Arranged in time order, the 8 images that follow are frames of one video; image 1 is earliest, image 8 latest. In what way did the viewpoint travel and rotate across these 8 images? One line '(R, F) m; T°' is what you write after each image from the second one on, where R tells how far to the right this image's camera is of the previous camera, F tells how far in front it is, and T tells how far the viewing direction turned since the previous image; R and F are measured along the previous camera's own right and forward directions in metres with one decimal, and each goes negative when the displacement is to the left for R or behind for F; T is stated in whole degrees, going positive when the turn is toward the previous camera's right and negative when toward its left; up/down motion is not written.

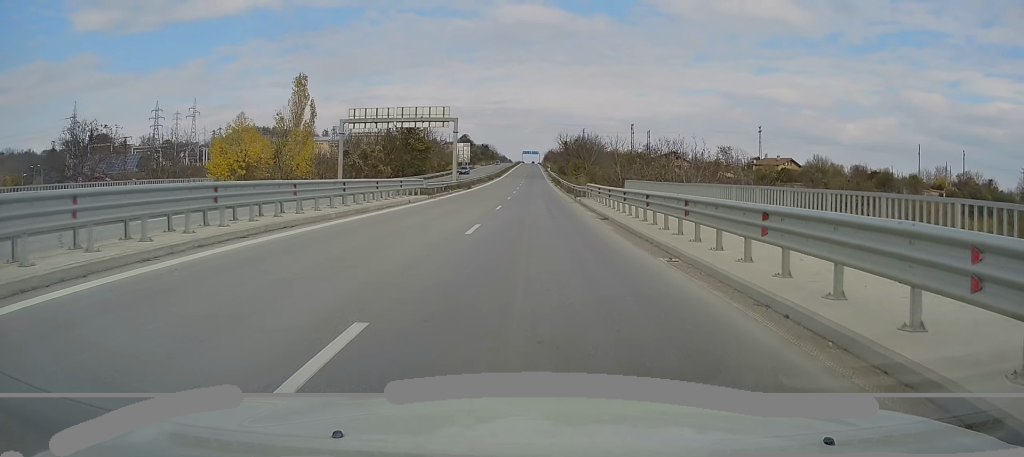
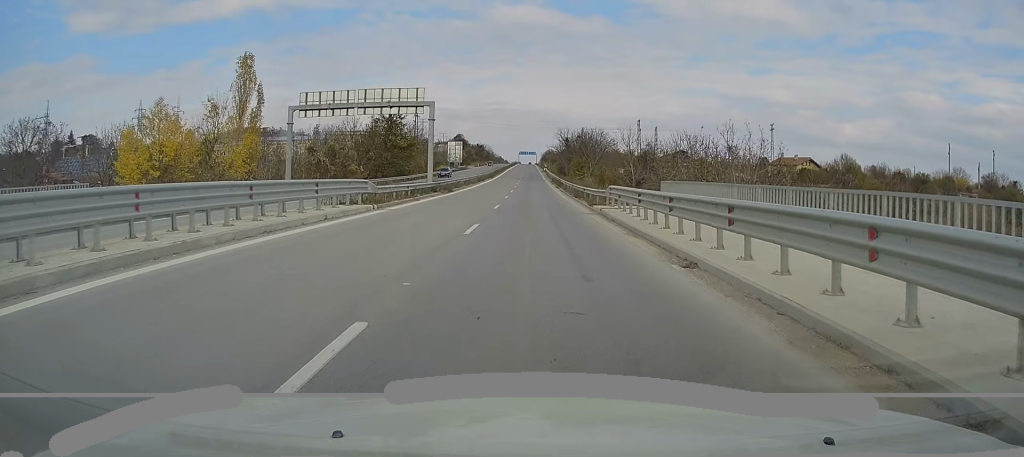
(-0.2, +12.0) m; 0°
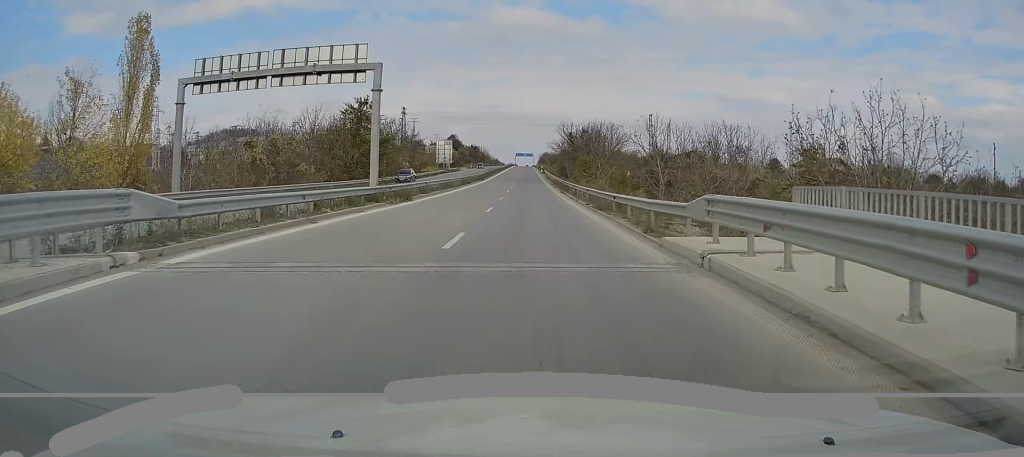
(+0.3, +14.9) m; 0°
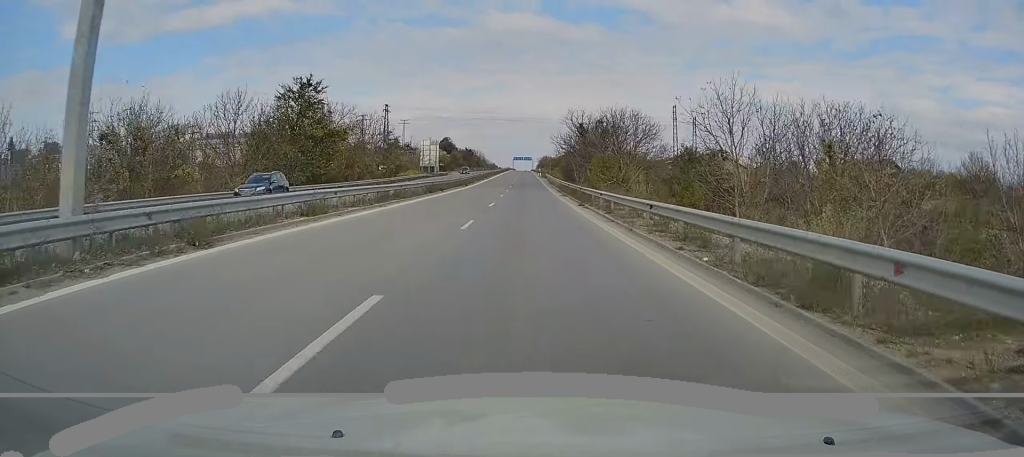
(0.0, +19.5) m; 0°
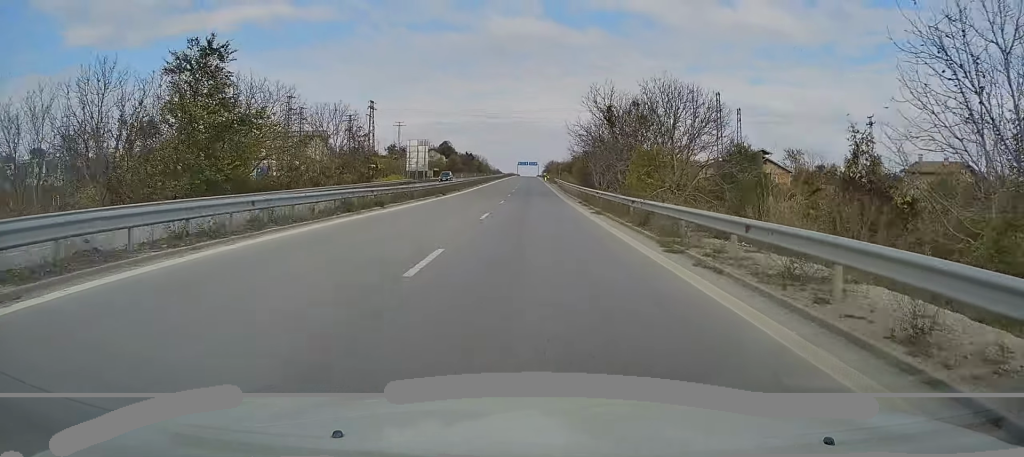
(-0.2, +19.4) m; 0°
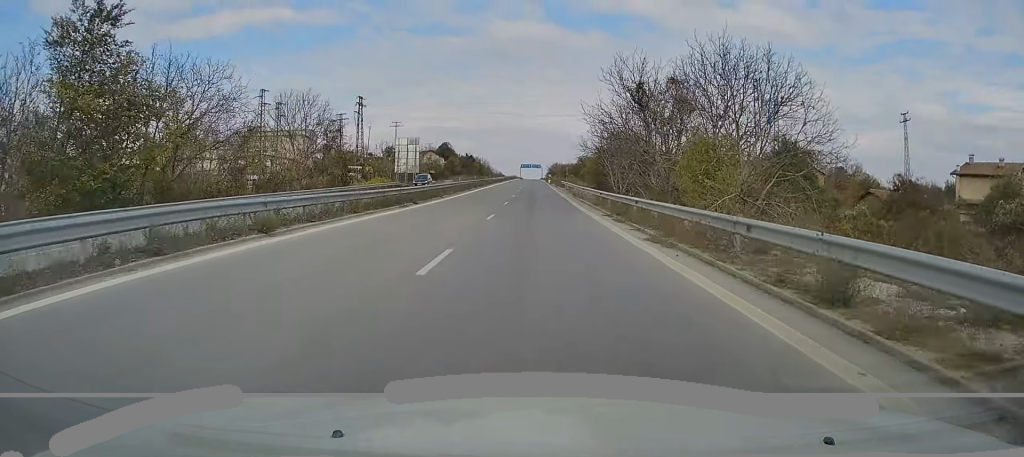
(+0.1, +11.6) m; 0°
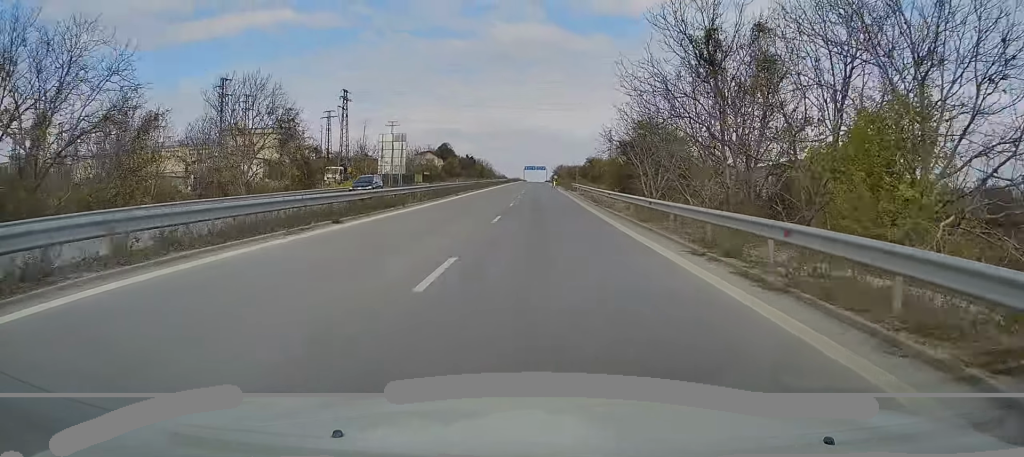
(-0.1, +13.1) m; 0°
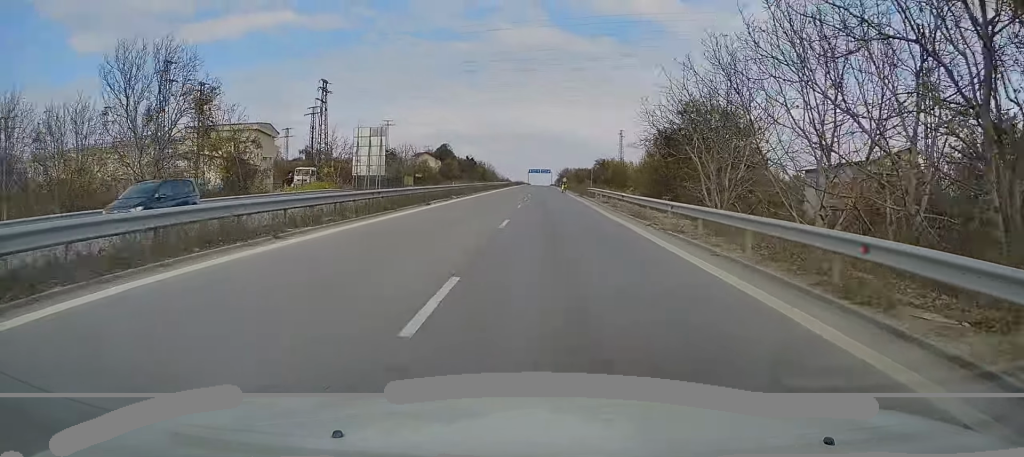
(-0.1, +13.9) m; -1°
